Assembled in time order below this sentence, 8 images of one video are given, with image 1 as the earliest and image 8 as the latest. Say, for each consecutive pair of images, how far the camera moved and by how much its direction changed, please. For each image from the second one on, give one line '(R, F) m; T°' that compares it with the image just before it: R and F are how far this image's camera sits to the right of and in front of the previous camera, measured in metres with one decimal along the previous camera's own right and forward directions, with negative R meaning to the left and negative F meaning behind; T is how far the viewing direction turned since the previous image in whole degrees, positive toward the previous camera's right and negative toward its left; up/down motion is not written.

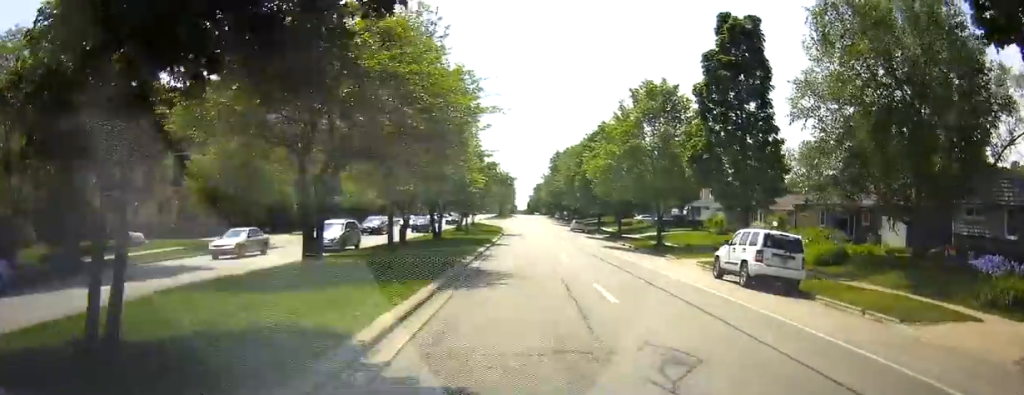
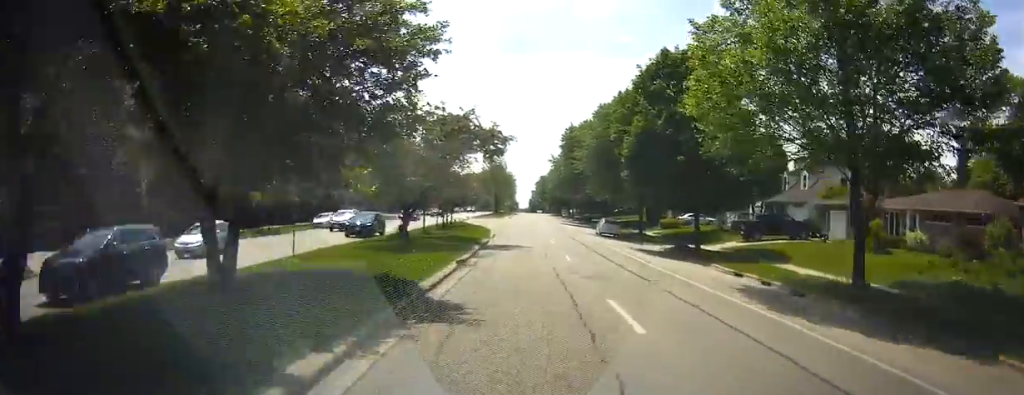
(0.0, +27.7) m; 0°
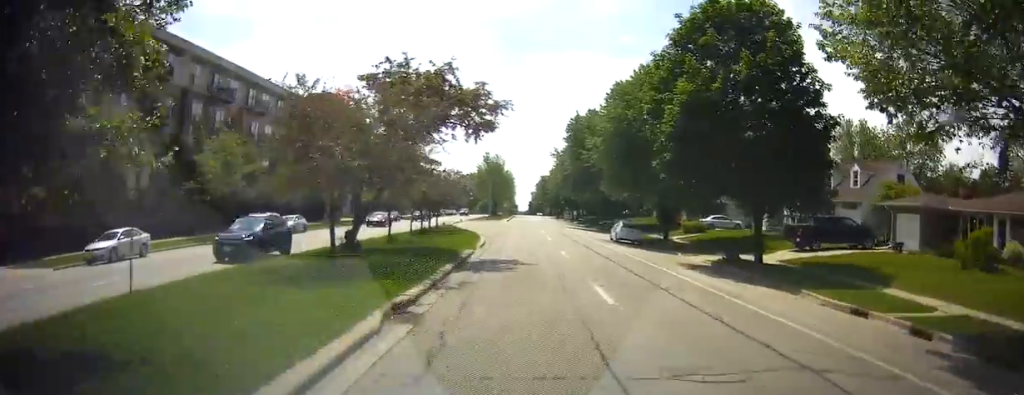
(0.0, +9.3) m; 0°
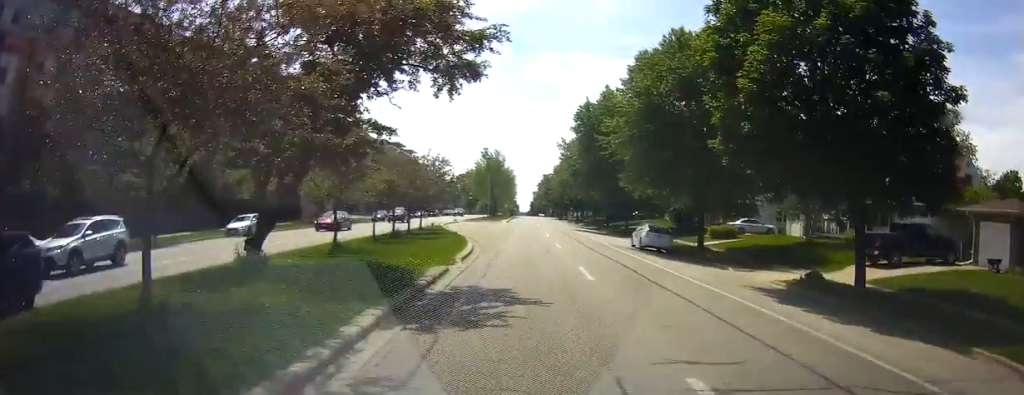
(0.0, +8.3) m; 0°
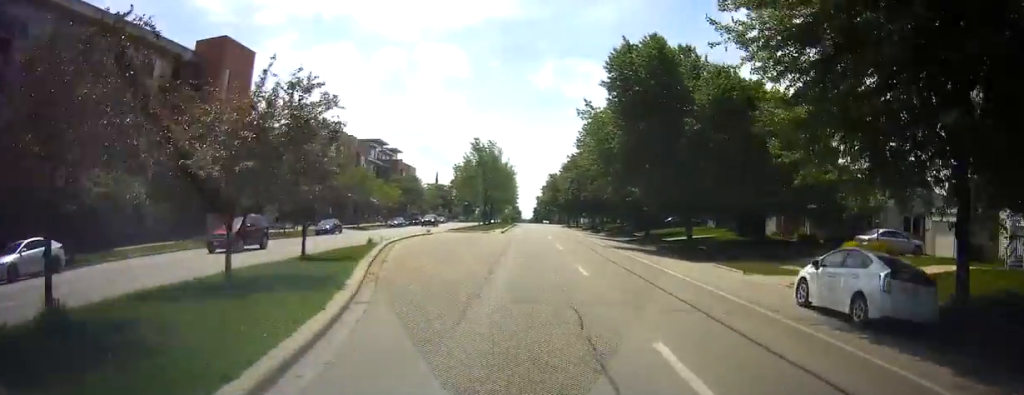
(0.0, +22.2) m; 0°
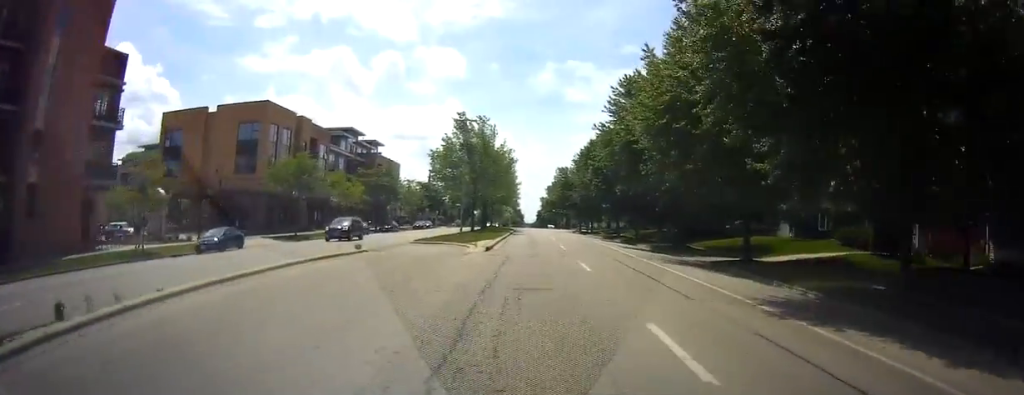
(0.0, +22.6) m; 0°
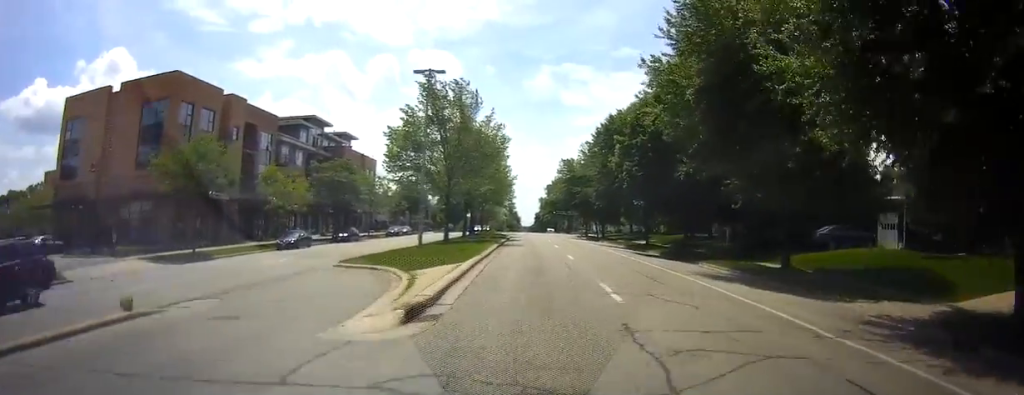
(+0.4, +18.3) m; +2°
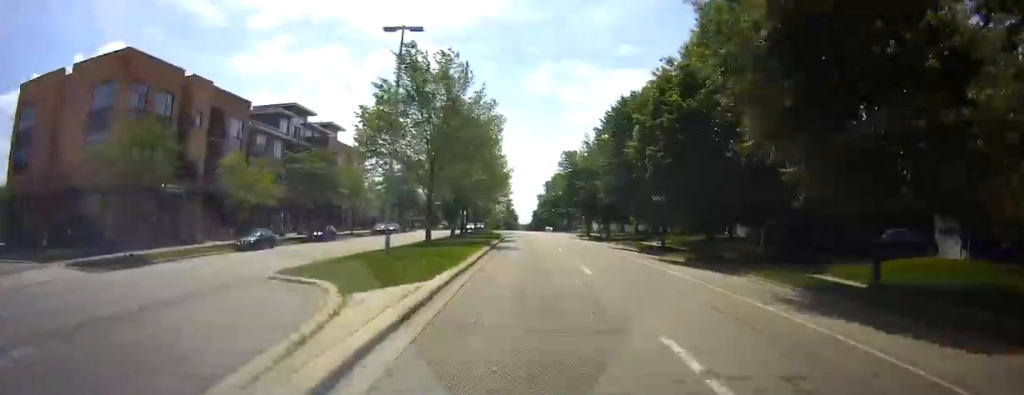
(+0.3, +7.0) m; 0°
